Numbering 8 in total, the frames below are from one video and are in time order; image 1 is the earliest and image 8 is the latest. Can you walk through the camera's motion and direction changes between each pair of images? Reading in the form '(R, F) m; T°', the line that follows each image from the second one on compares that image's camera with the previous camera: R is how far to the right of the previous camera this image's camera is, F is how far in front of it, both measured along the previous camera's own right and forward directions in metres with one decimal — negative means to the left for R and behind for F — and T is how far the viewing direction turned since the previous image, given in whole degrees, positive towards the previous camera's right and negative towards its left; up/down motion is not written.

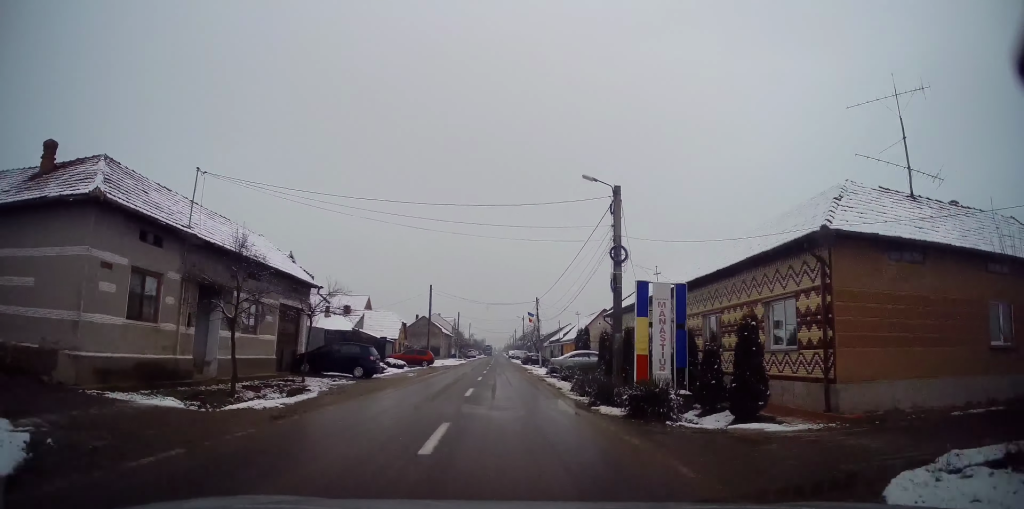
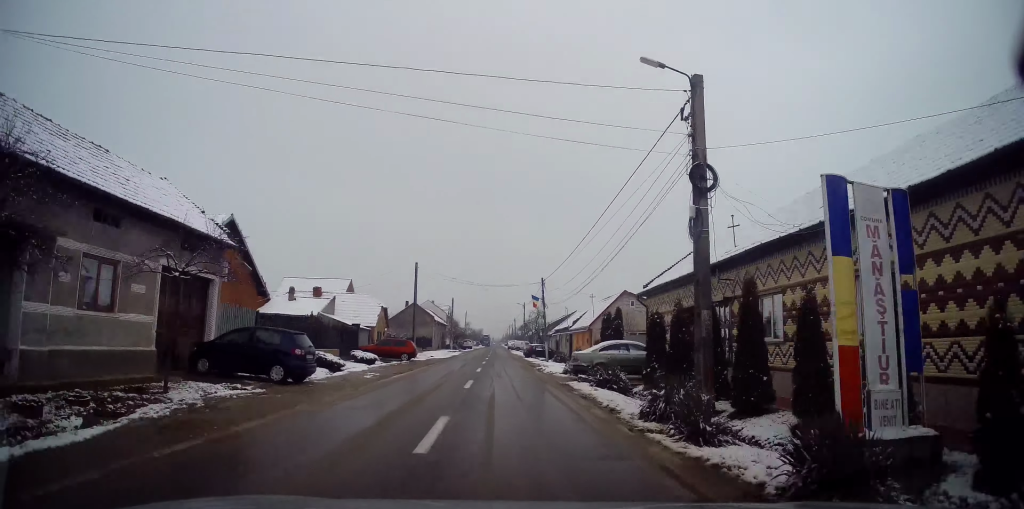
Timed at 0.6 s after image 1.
(0.0, +9.1) m; +1°
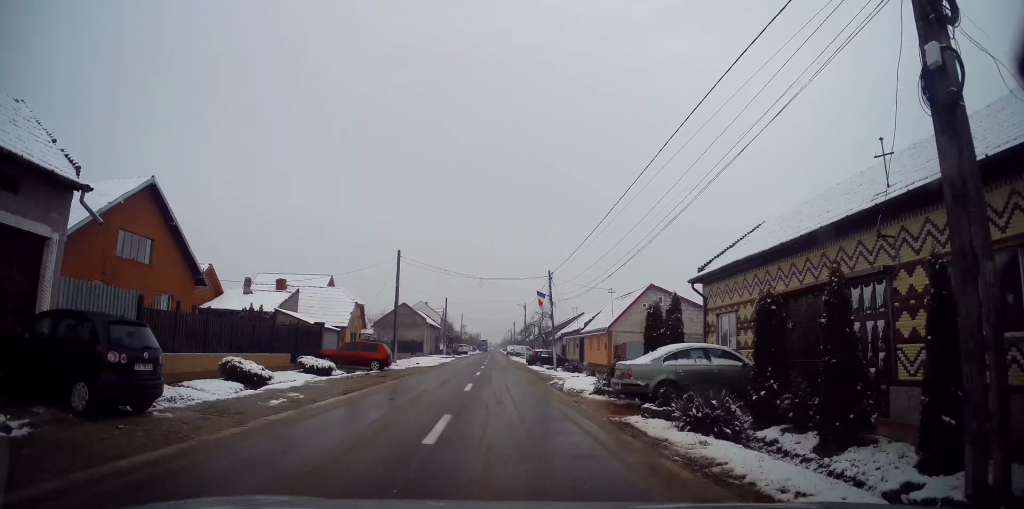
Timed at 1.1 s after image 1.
(-0.1, +8.0) m; +1°
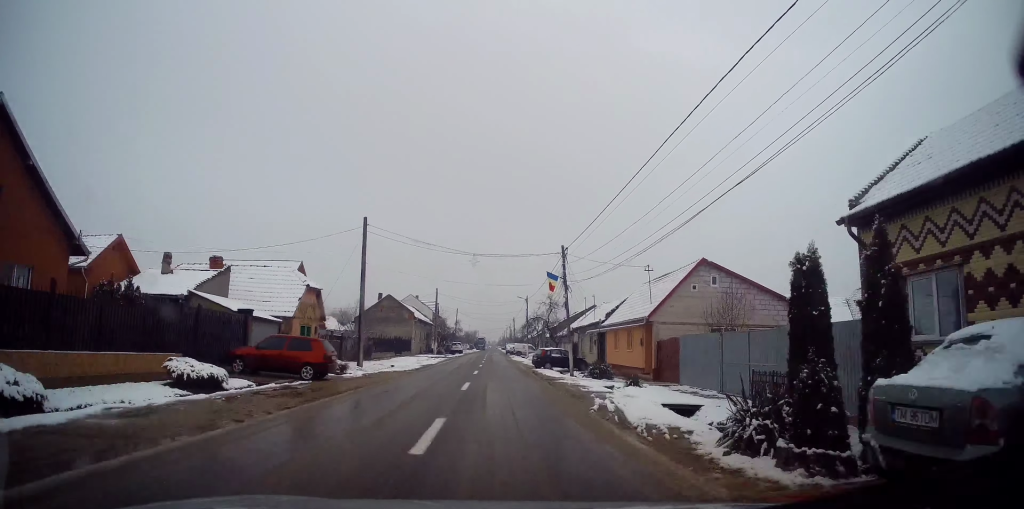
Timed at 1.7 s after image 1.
(+0.3, +9.5) m; 0°
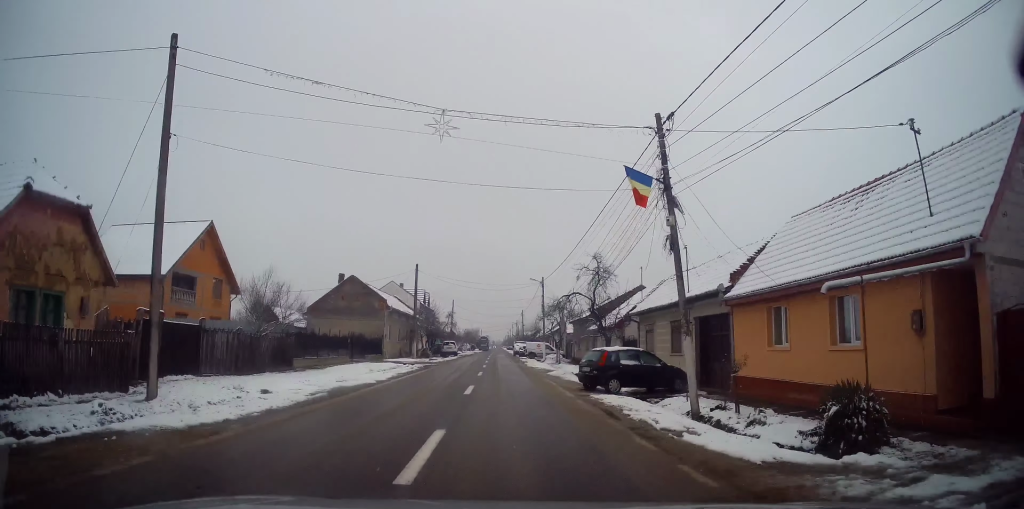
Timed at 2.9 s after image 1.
(-0.2, +19.0) m; -2°
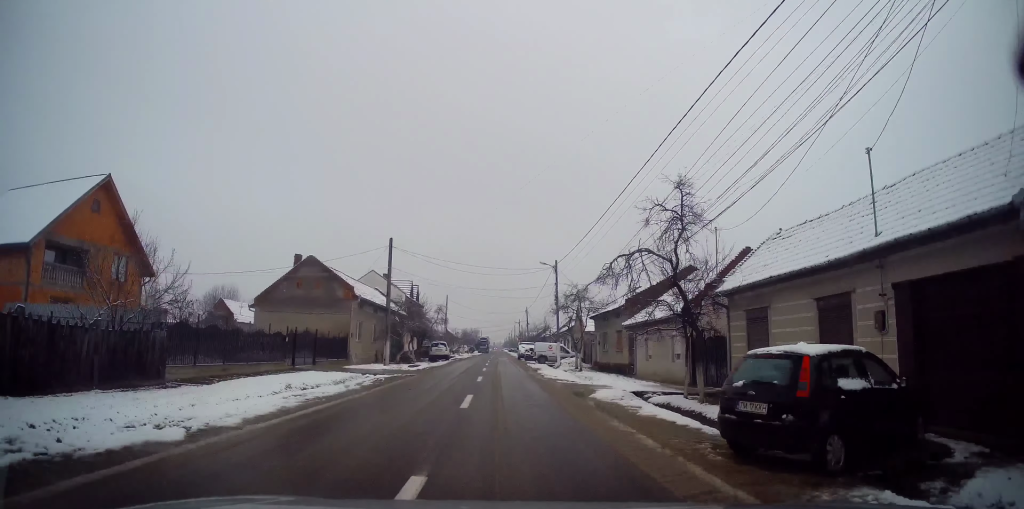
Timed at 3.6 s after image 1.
(-0.1, +11.5) m; 0°
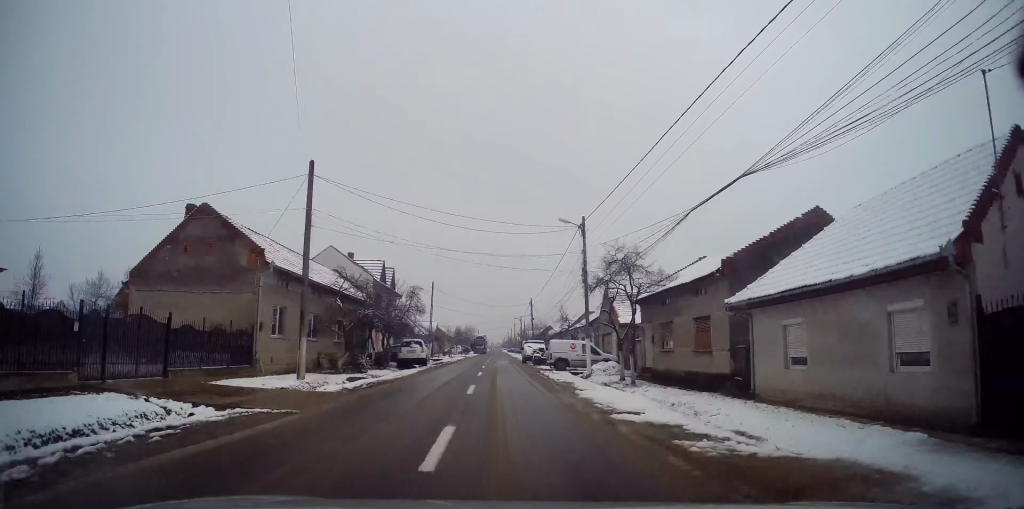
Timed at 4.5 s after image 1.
(0.0, +14.5) m; +1°
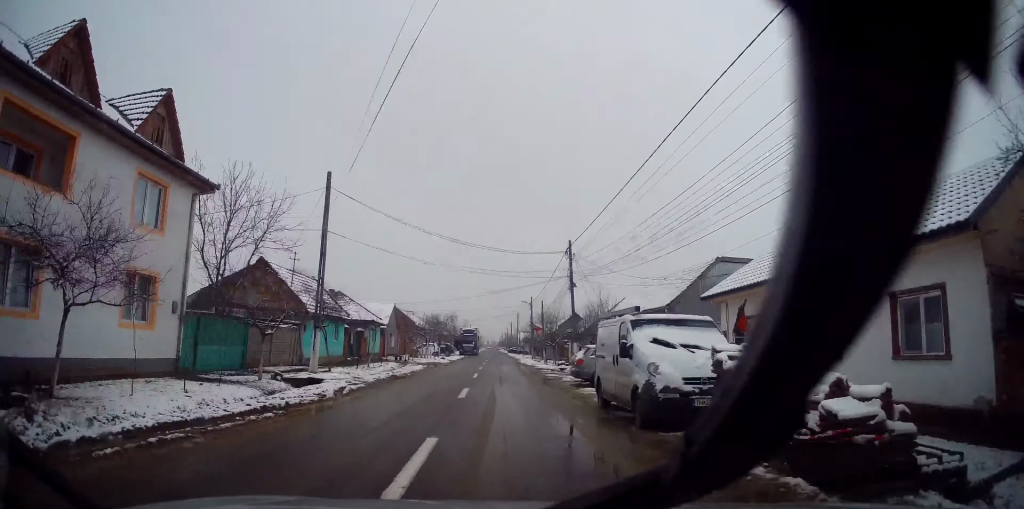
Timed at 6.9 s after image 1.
(+0.5, +36.4) m; -1°
